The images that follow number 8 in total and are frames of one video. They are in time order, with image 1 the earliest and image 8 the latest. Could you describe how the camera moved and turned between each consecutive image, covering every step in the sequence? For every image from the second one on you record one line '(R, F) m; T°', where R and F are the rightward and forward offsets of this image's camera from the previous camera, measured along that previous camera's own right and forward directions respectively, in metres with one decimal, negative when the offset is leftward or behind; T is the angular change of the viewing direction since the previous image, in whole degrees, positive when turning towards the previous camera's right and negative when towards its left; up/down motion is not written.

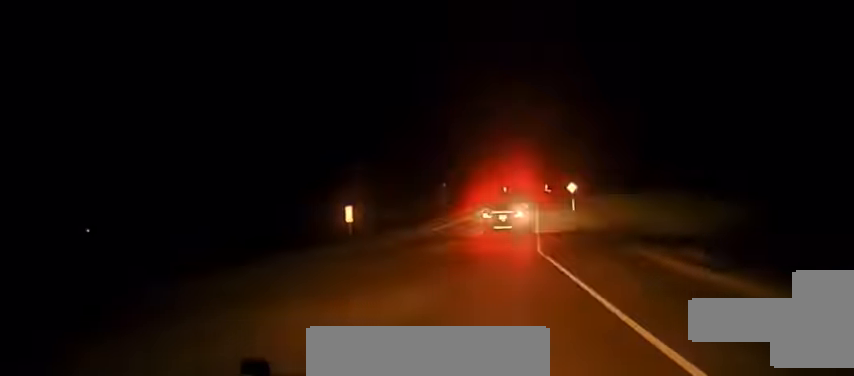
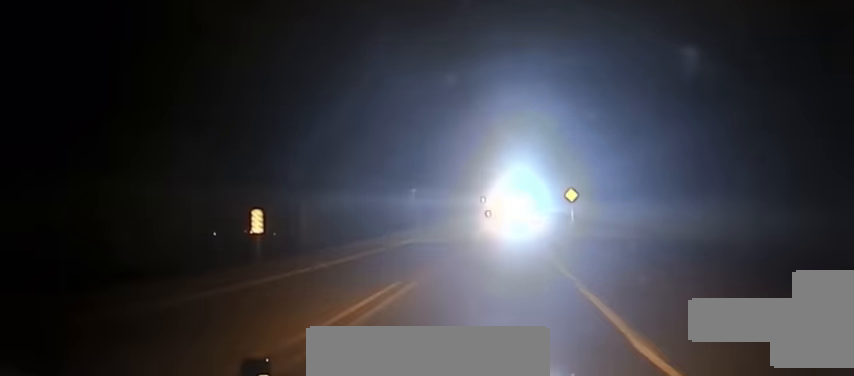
(+0.2, +16.0) m; +1°
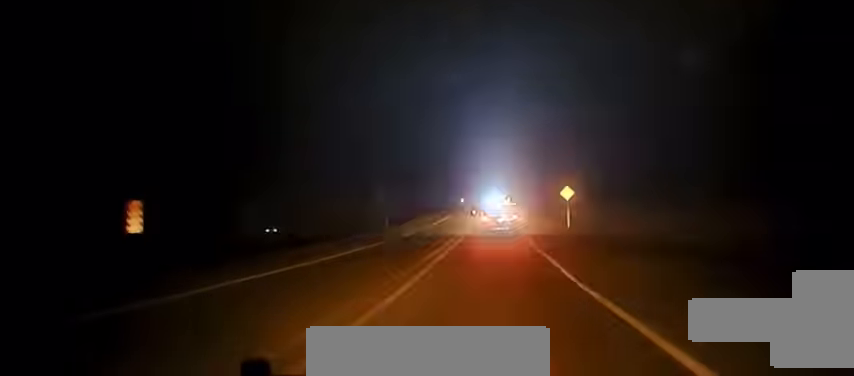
(+0.1, +10.0) m; +2°
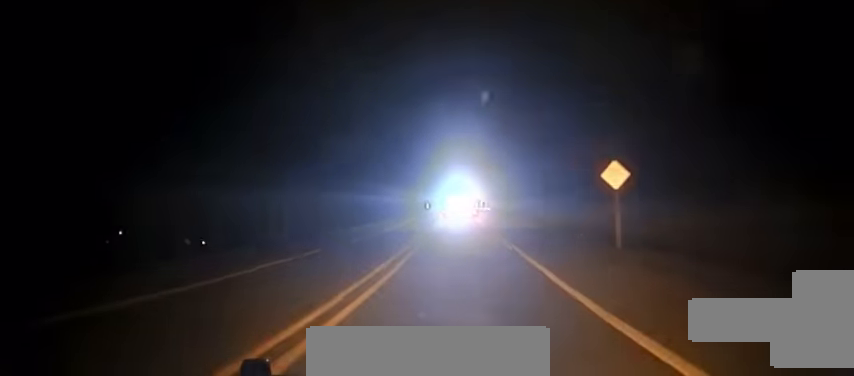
(+1.1, +27.9) m; +2°
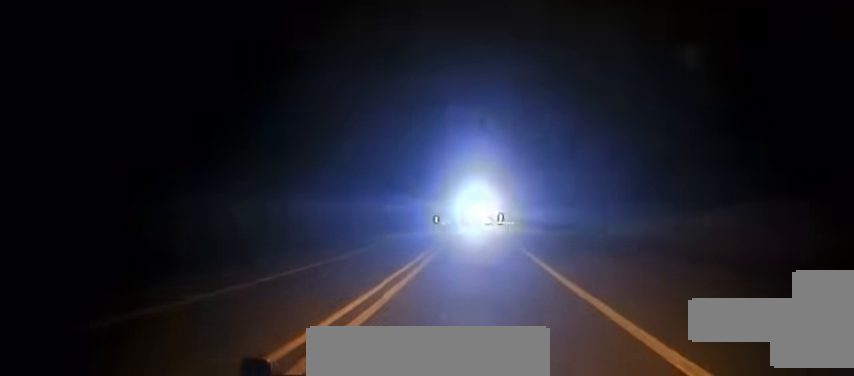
(-0.6, +32.6) m; -1°
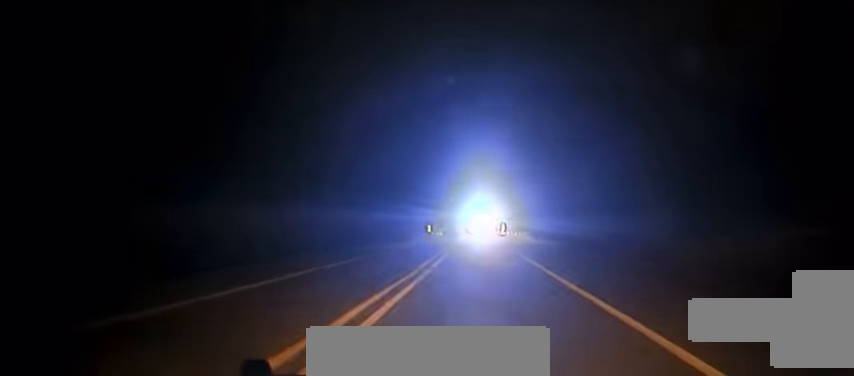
(0.0, +22.1) m; 0°
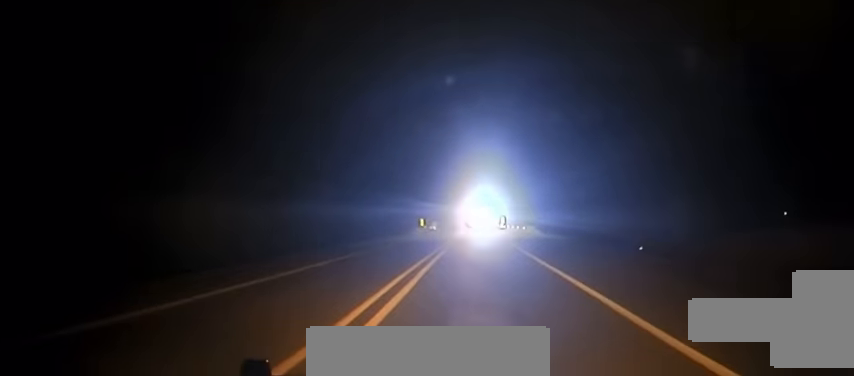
(0.0, +10.9) m; 0°
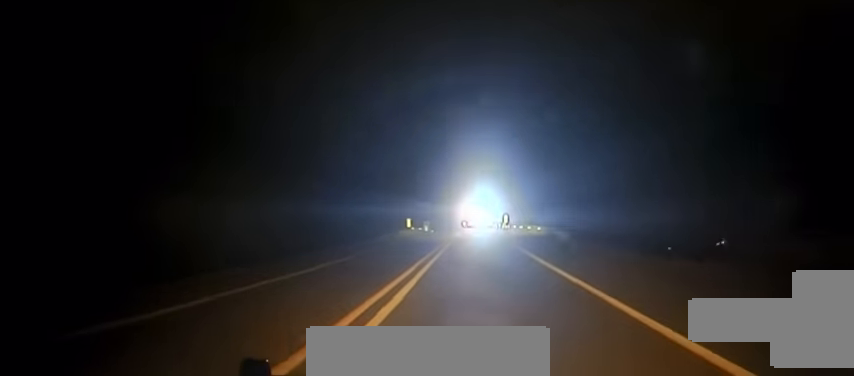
(0.0, +19.0) m; 0°
